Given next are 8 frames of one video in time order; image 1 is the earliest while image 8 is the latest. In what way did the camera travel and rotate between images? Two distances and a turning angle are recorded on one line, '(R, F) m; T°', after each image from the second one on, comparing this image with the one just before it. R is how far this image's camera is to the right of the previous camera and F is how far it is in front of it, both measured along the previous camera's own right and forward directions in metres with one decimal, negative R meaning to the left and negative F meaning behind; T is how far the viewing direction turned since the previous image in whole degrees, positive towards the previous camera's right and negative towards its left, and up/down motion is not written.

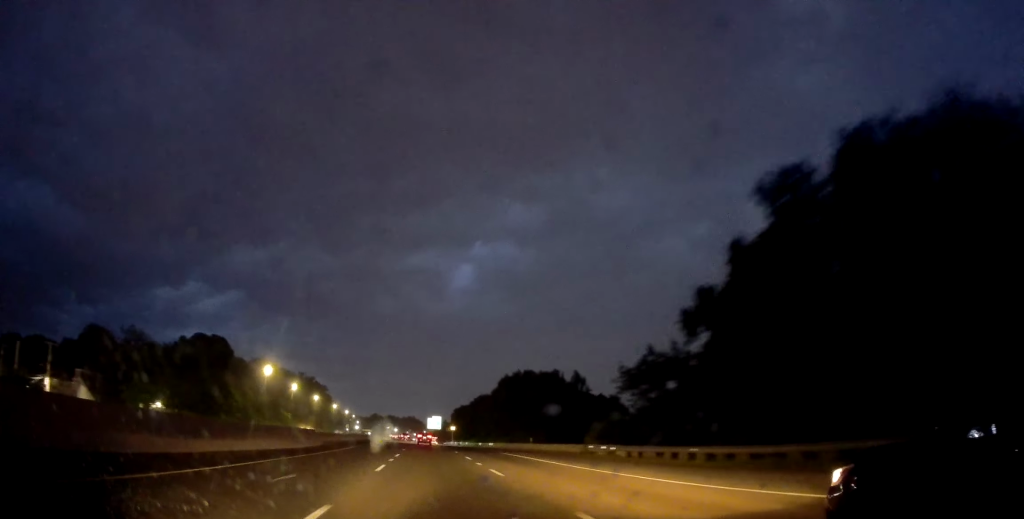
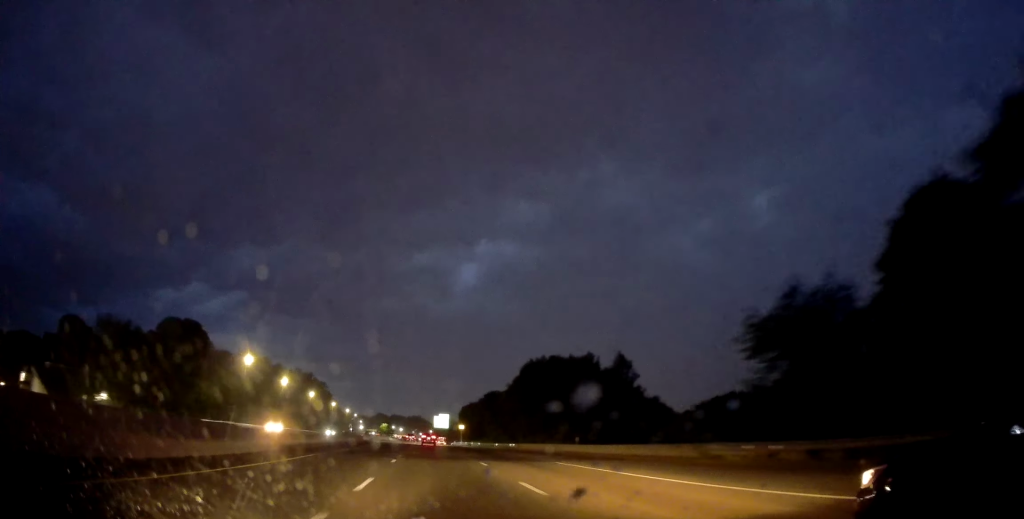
(0.0, +17.7) m; -1°
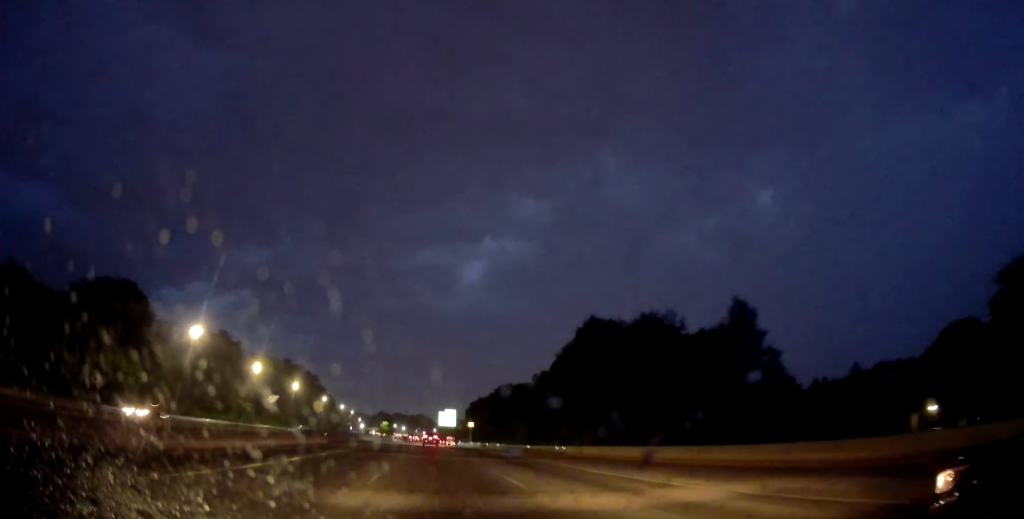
(-0.2, +27.2) m; -1°
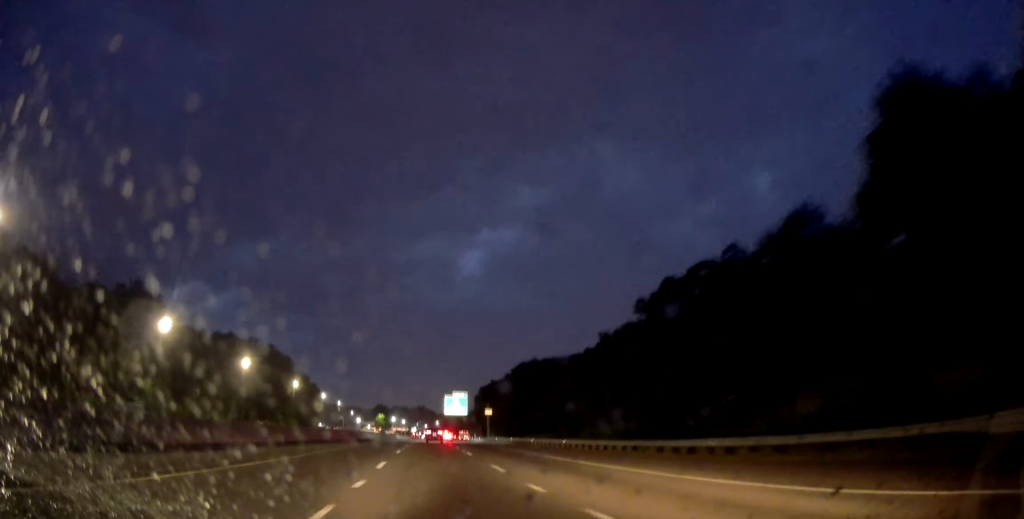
(-0.8, +45.5) m; -2°
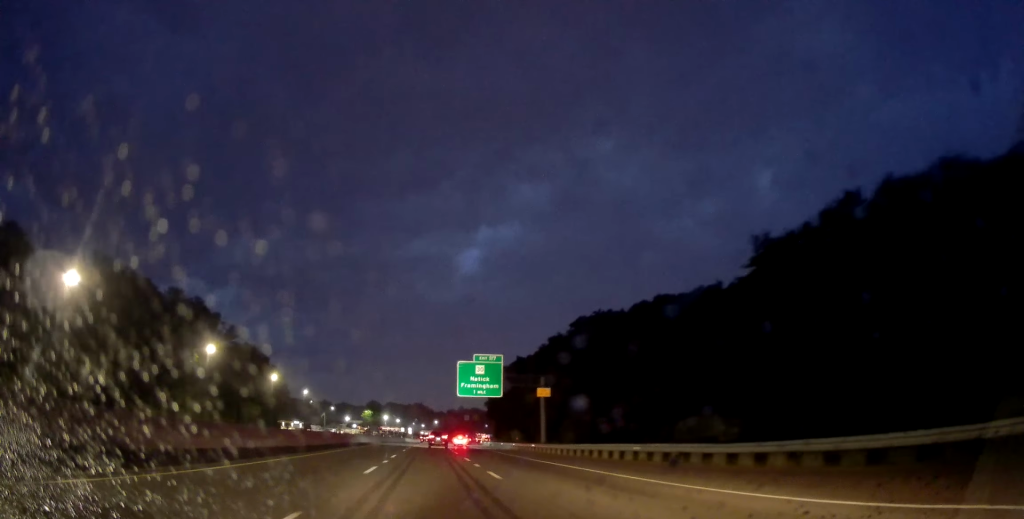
(-0.3, +61.5) m; +1°
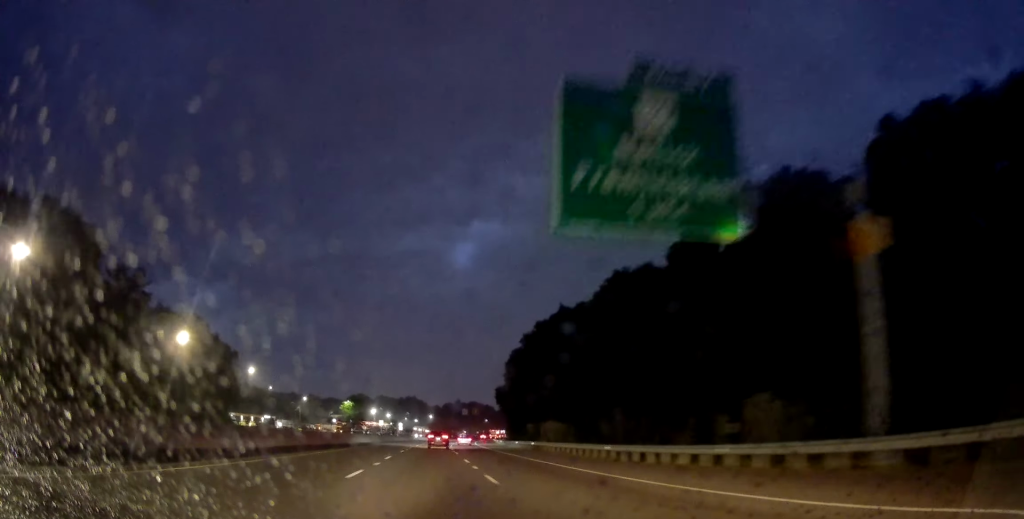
(0.0, +49.6) m; -1°
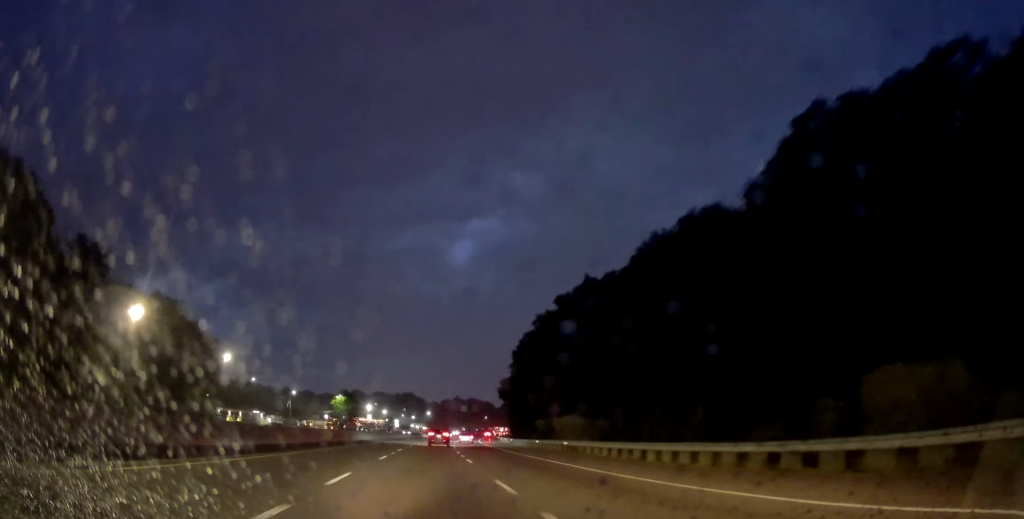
(-0.3, +14.8) m; 0°
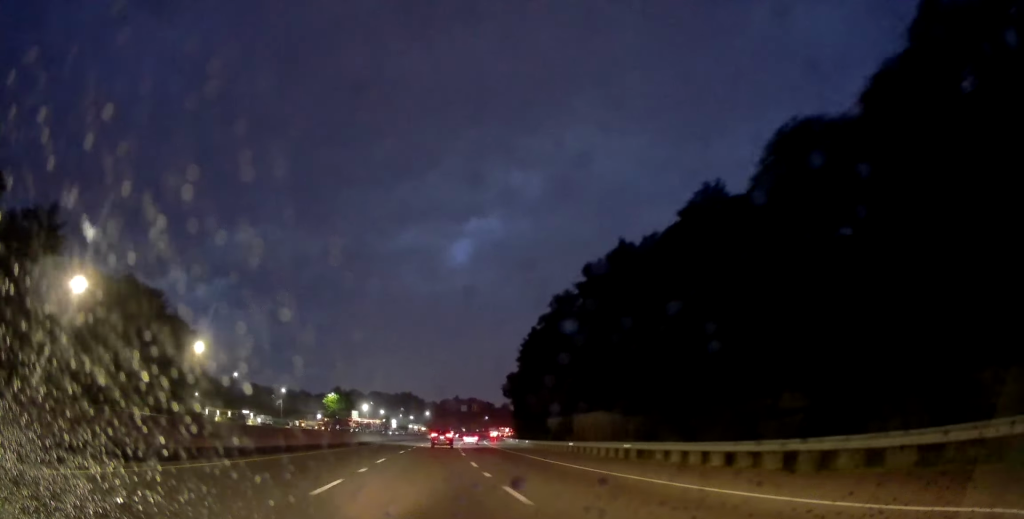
(0.0, +13.8) m; 0°
